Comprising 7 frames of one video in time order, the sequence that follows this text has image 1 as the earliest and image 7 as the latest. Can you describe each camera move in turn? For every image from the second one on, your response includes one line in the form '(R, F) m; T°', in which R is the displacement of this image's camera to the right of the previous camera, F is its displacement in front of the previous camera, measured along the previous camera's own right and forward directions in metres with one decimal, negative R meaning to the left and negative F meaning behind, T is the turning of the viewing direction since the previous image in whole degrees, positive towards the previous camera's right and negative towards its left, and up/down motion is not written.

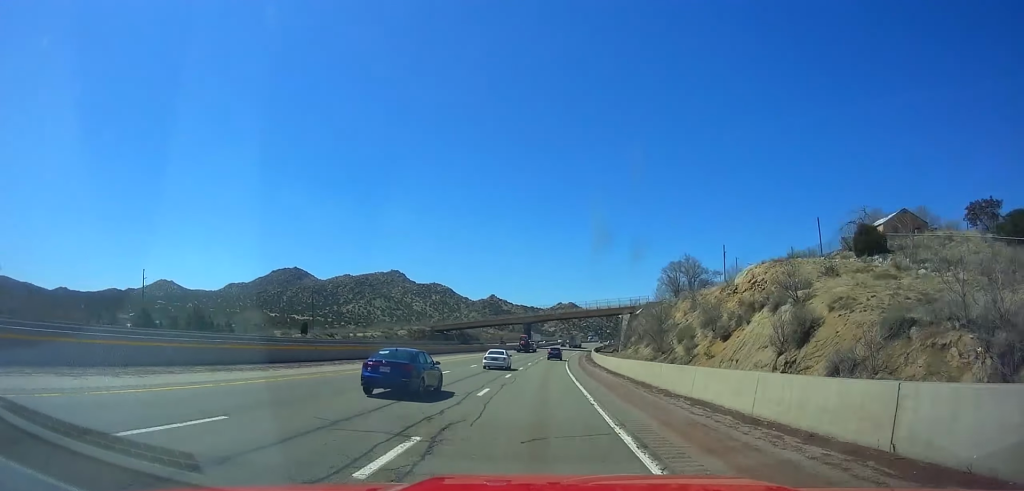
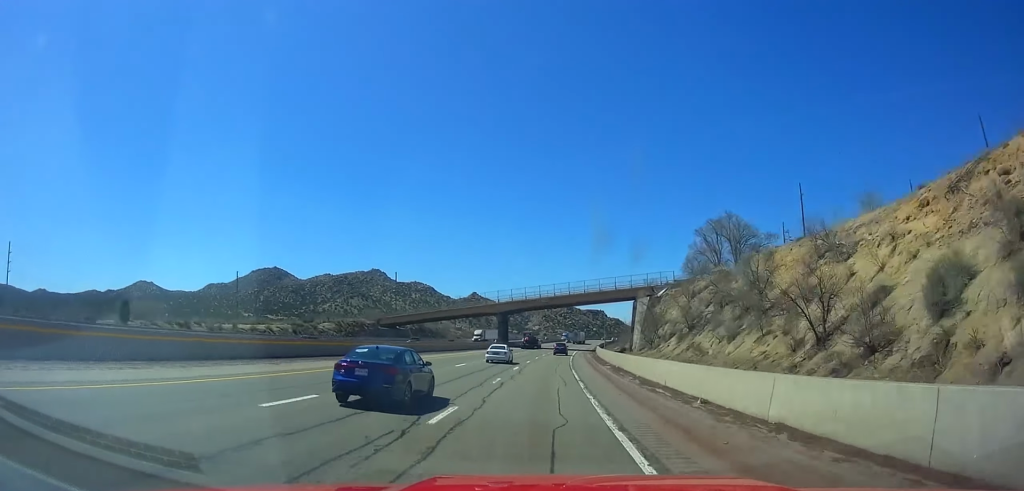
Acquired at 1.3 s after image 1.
(+0.2, +44.1) m; +1°
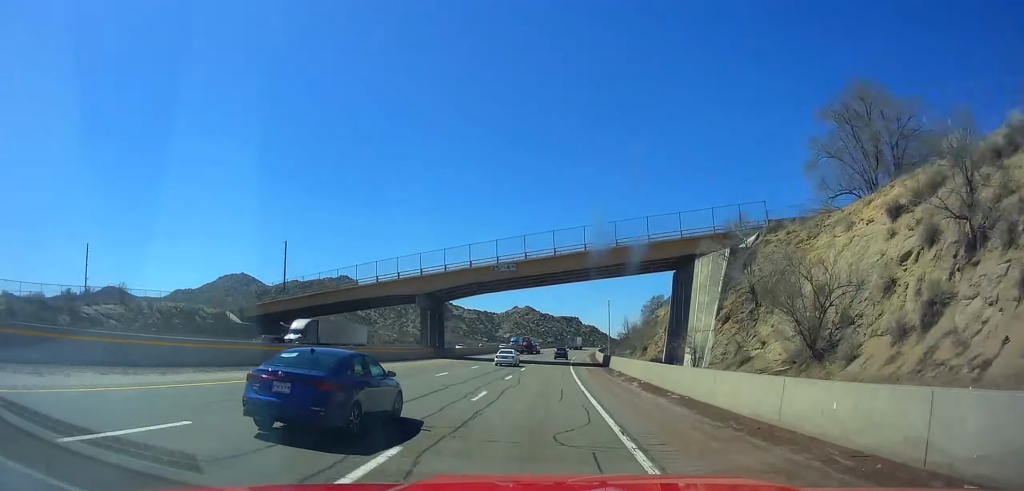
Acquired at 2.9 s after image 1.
(+0.4, +54.3) m; +2°
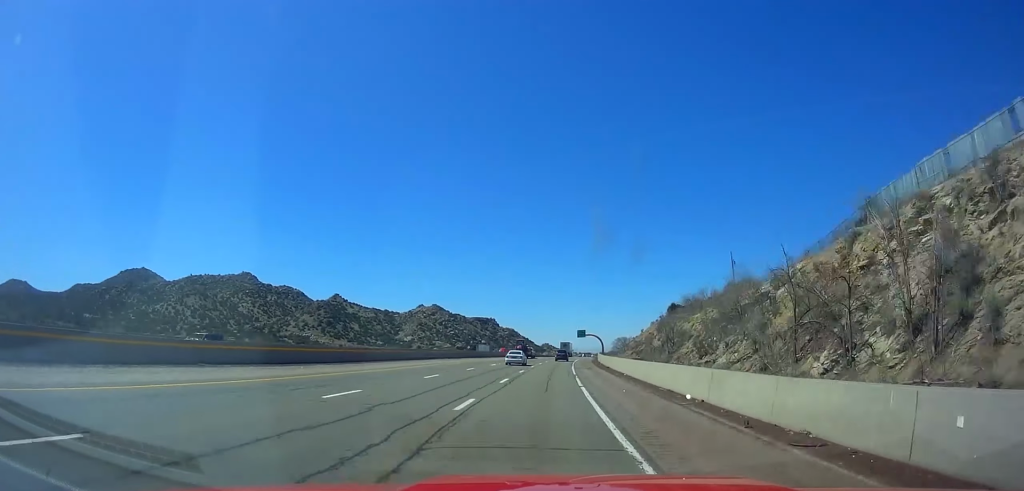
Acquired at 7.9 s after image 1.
(+10.7, +170.7) m; +7°
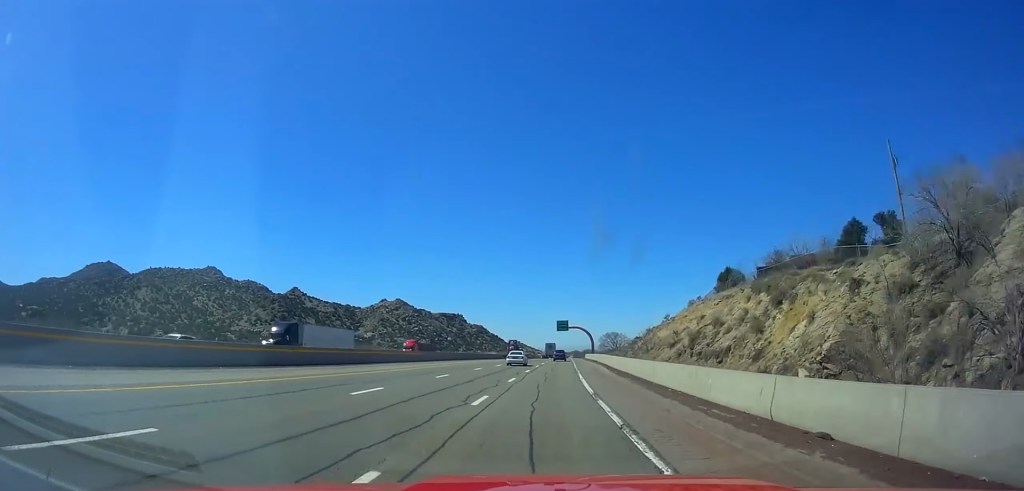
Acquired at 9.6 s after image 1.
(+0.1, +58.6) m; +3°
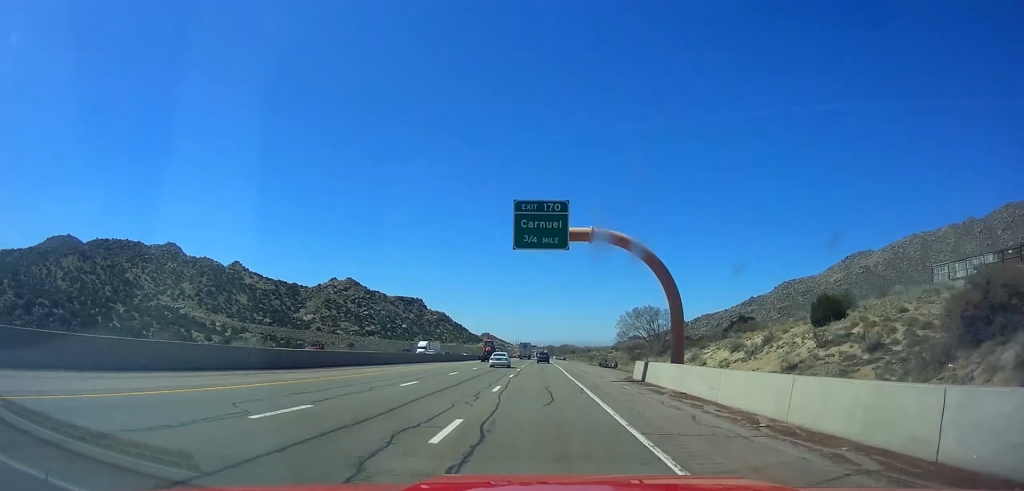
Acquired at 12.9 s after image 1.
(+5.4, +114.4) m; +3°
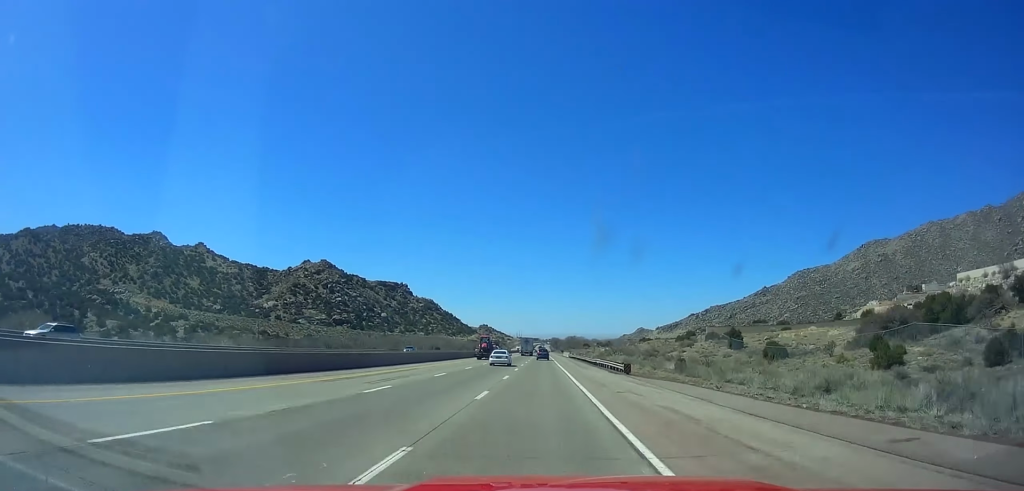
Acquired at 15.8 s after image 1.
(+0.8, +101.3) m; 0°
